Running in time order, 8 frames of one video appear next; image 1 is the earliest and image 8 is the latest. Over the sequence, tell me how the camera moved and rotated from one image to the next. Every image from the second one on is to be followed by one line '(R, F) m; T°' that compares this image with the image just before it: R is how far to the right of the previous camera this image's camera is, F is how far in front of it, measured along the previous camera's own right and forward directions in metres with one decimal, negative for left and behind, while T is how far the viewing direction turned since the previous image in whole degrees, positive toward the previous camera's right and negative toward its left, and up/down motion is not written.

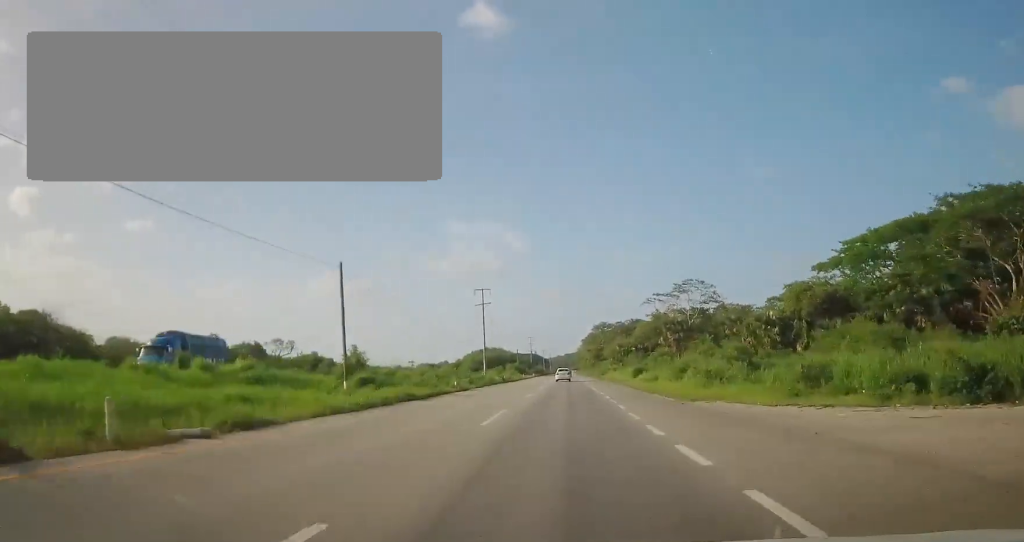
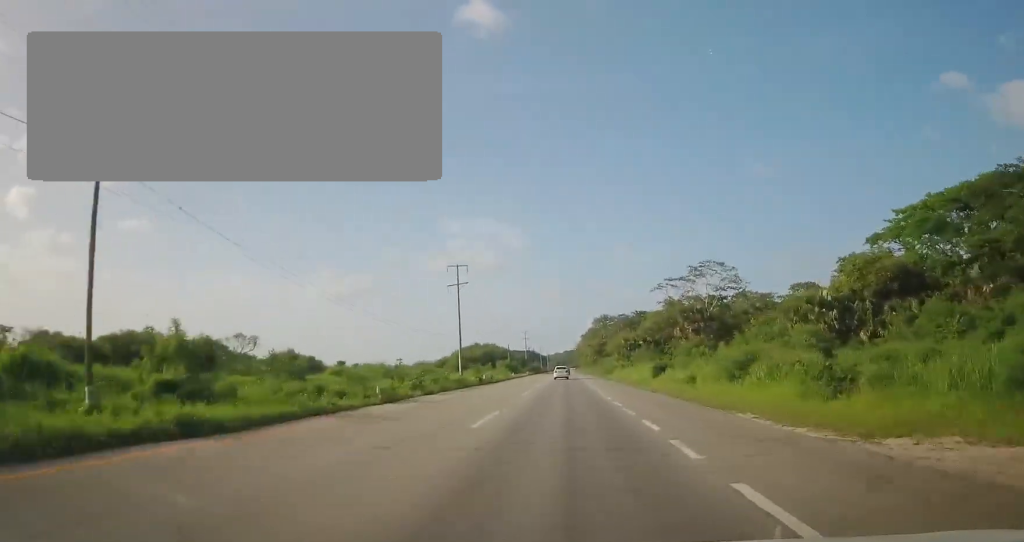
(+0.1, +15.9) m; +1°
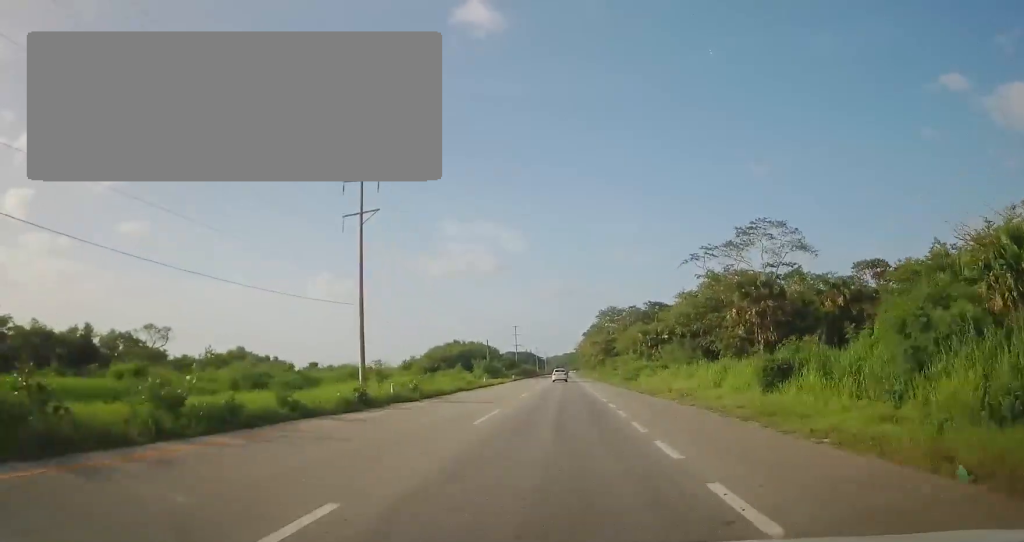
(+0.2, +28.0) m; -1°
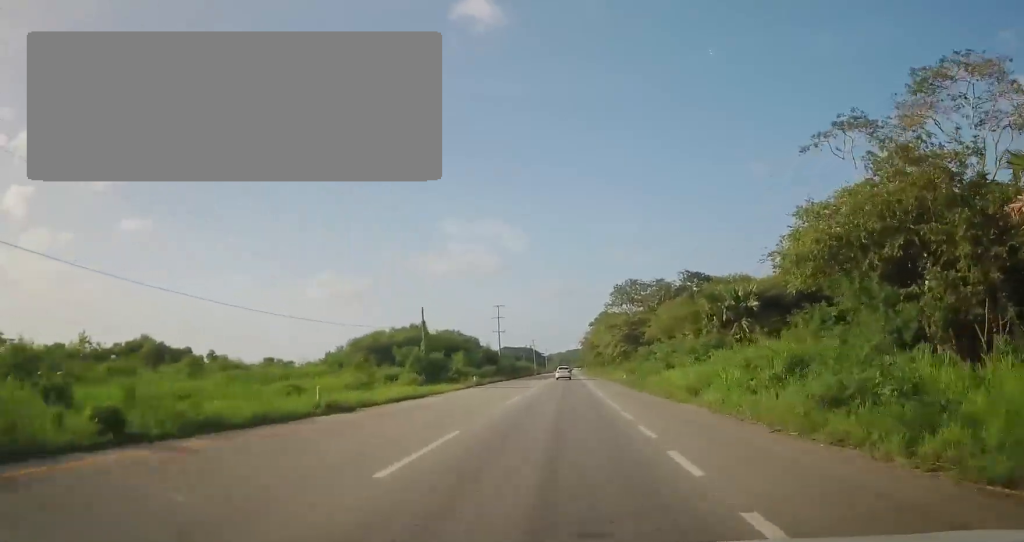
(-0.5, +38.1) m; 0°
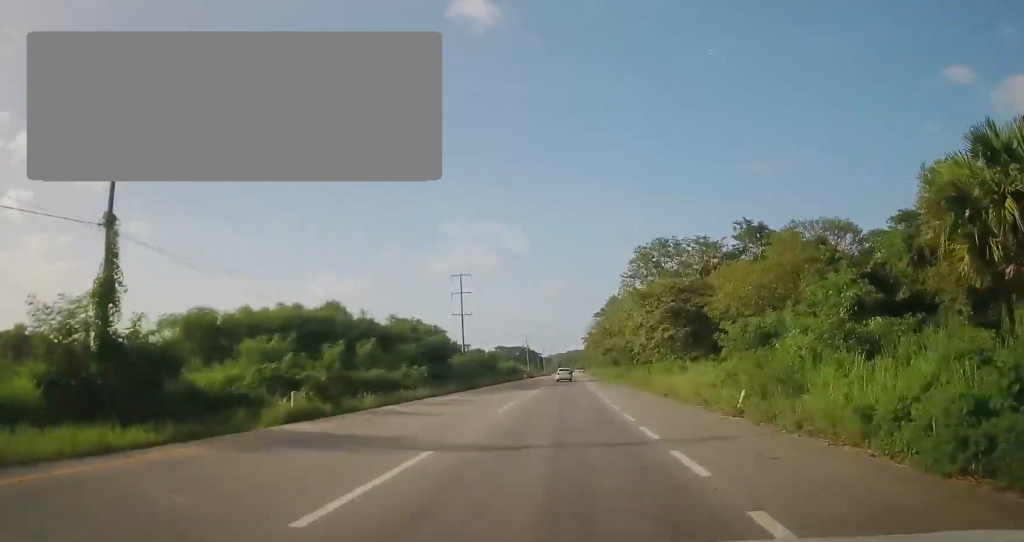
(+0.1, +32.2) m; 0°
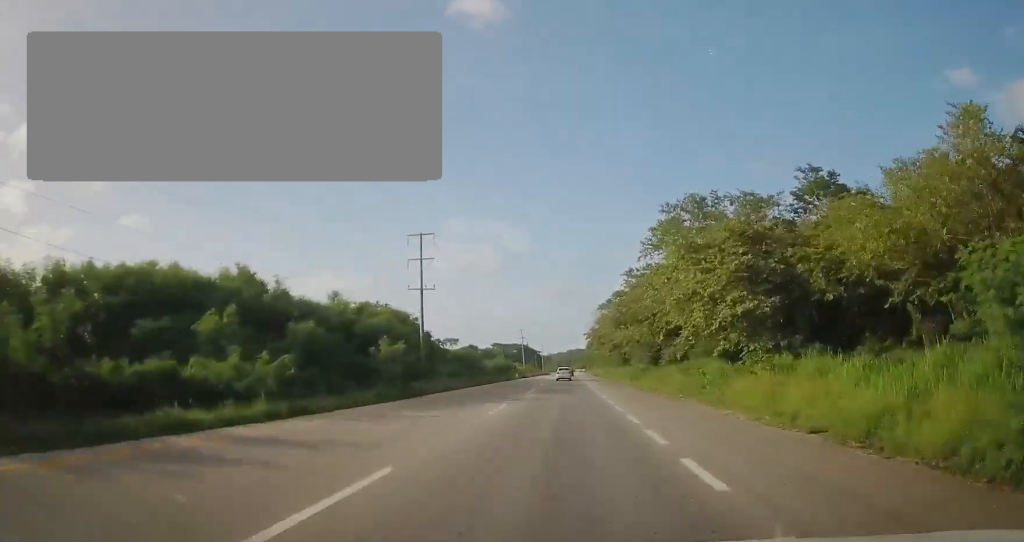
(0.0, +17.3) m; 0°
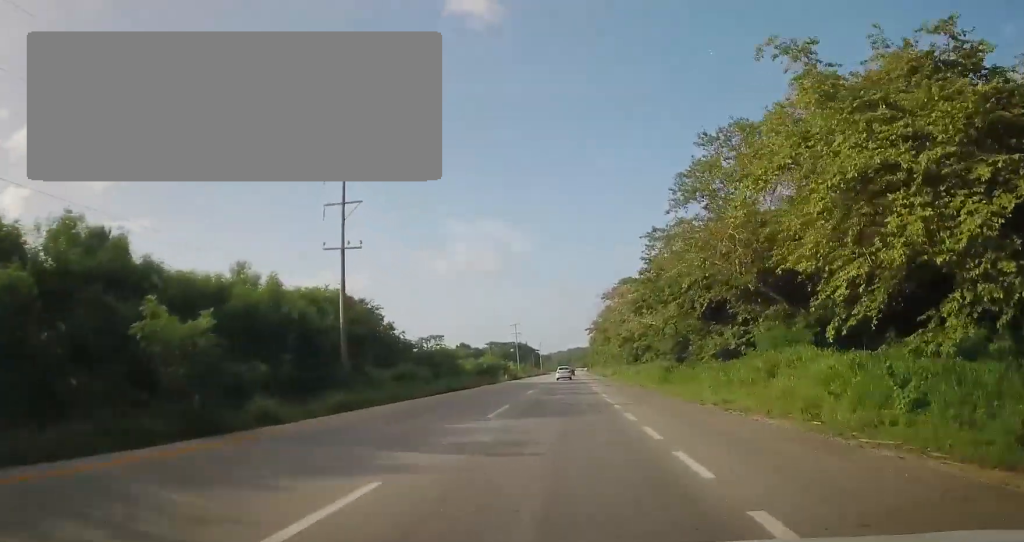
(+0.1, +15.5) m; 0°
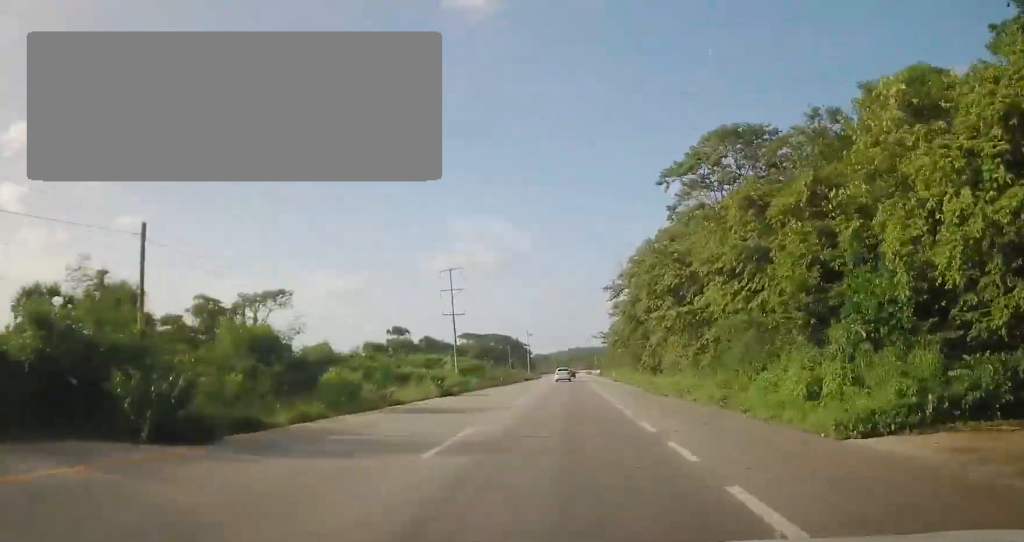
(+0.1, +67.7) m; 0°
